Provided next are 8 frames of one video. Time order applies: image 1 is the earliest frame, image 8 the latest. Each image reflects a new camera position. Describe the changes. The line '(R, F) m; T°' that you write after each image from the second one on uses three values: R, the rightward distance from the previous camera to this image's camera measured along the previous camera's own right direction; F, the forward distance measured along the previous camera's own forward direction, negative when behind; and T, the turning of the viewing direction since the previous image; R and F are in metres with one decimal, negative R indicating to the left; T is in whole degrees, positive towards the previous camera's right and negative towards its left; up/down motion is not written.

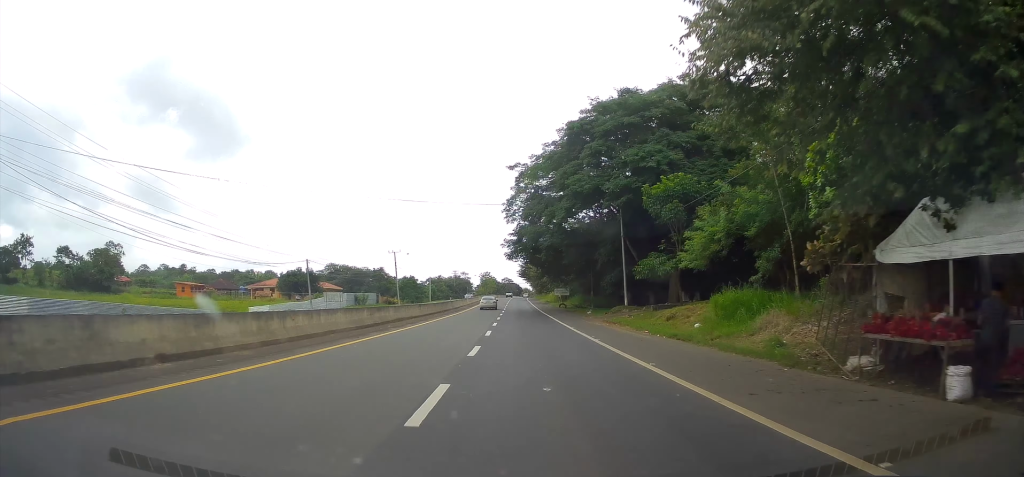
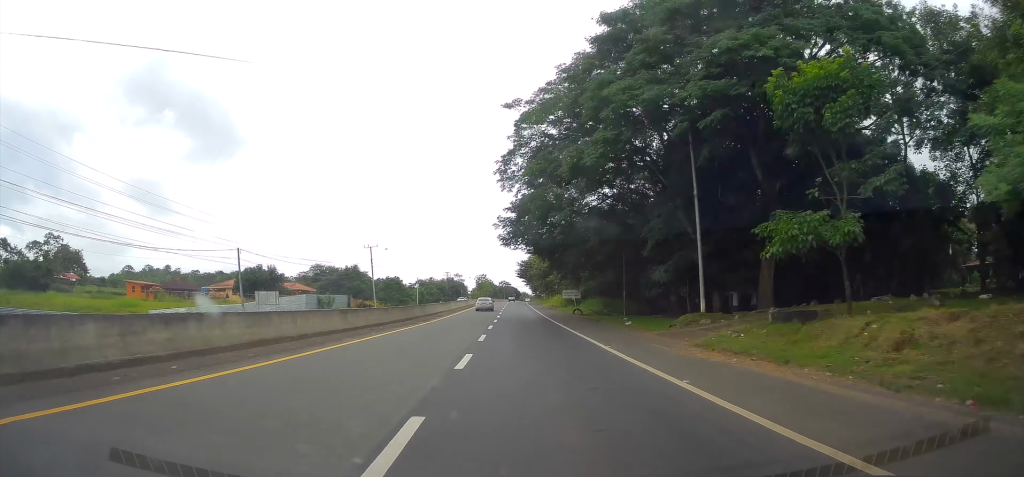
(0.0, +18.2) m; 0°
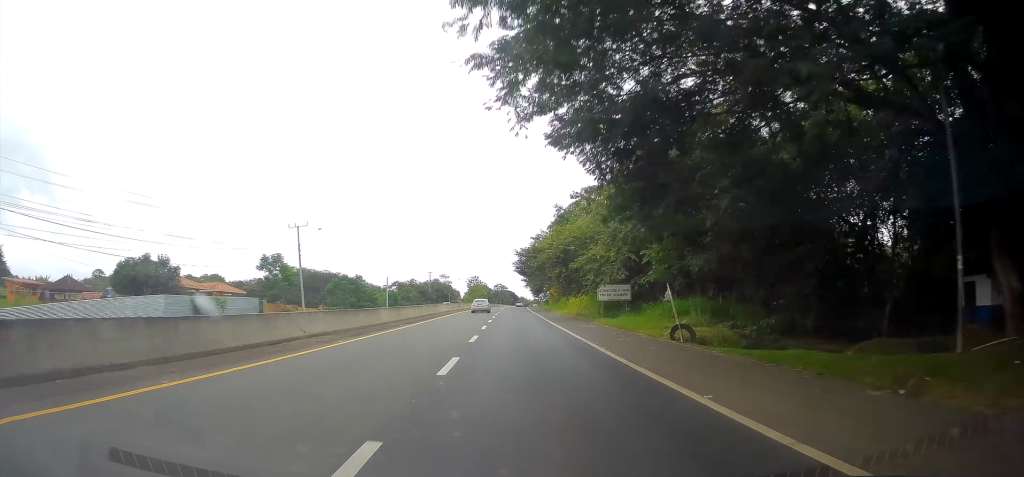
(0.0, +32.9) m; 0°
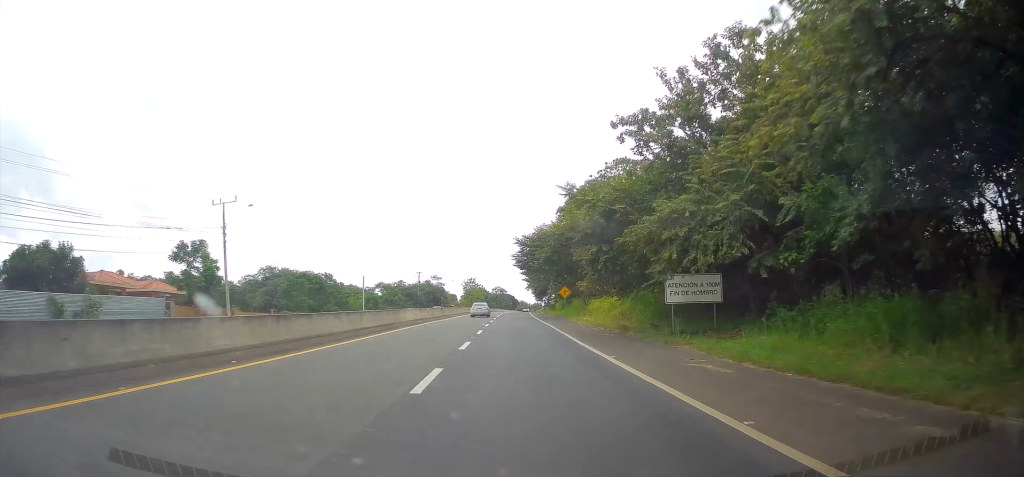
(0.0, +18.3) m; 0°
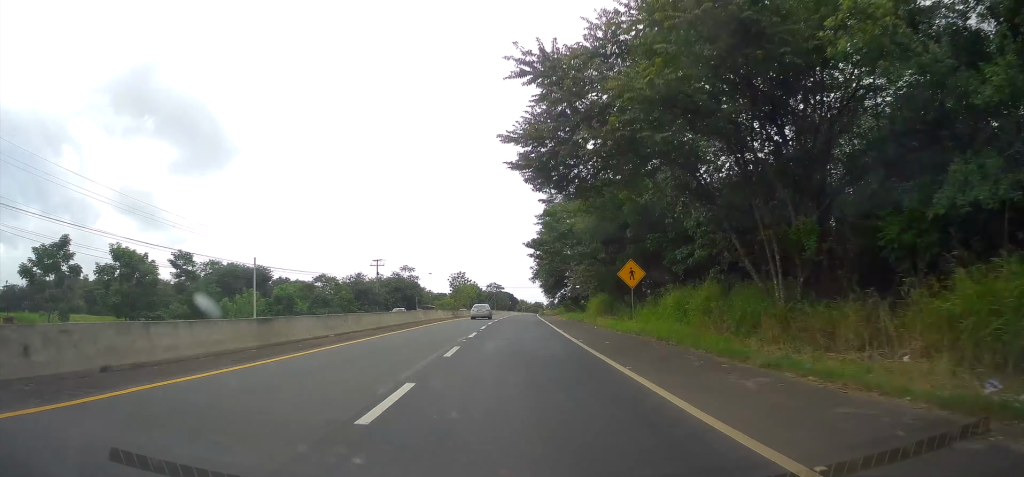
(0.0, +42.2) m; +1°
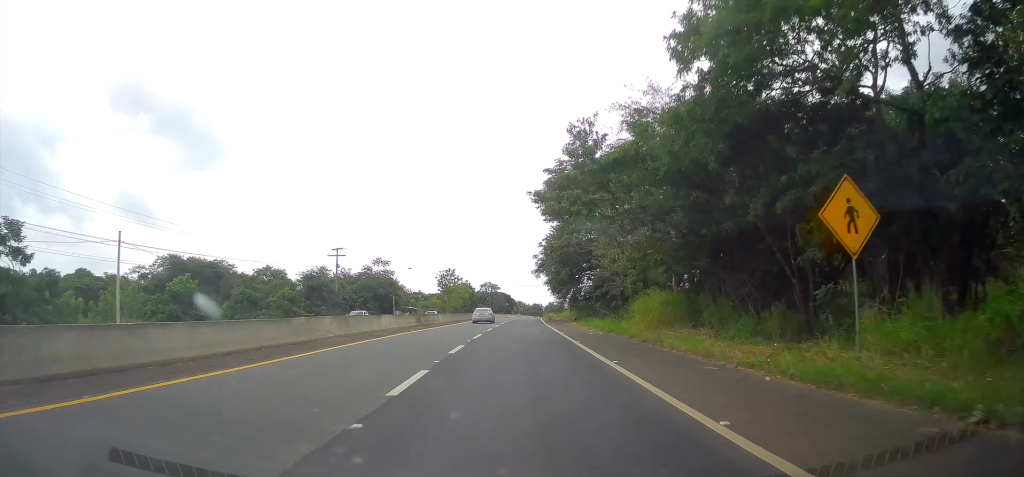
(+0.1, +22.1) m; 0°
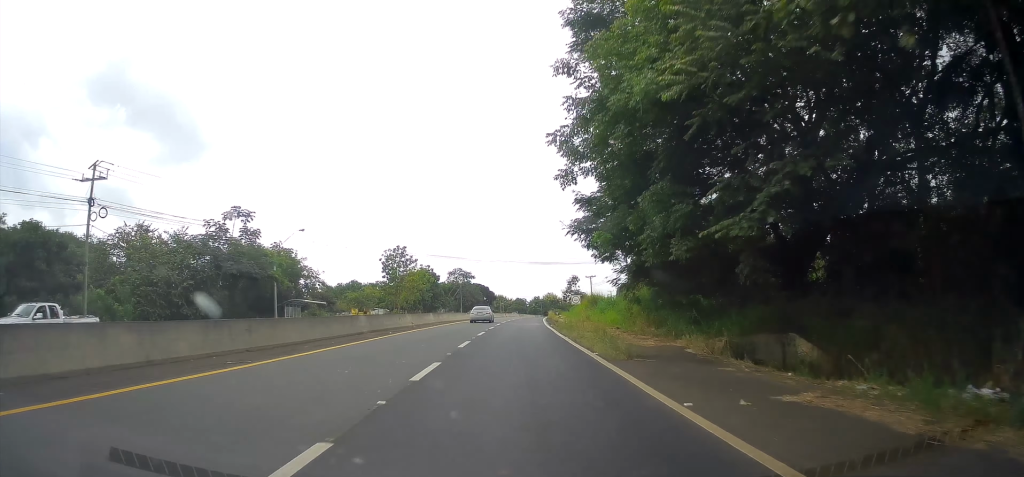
(+0.4, +47.9) m; +1°
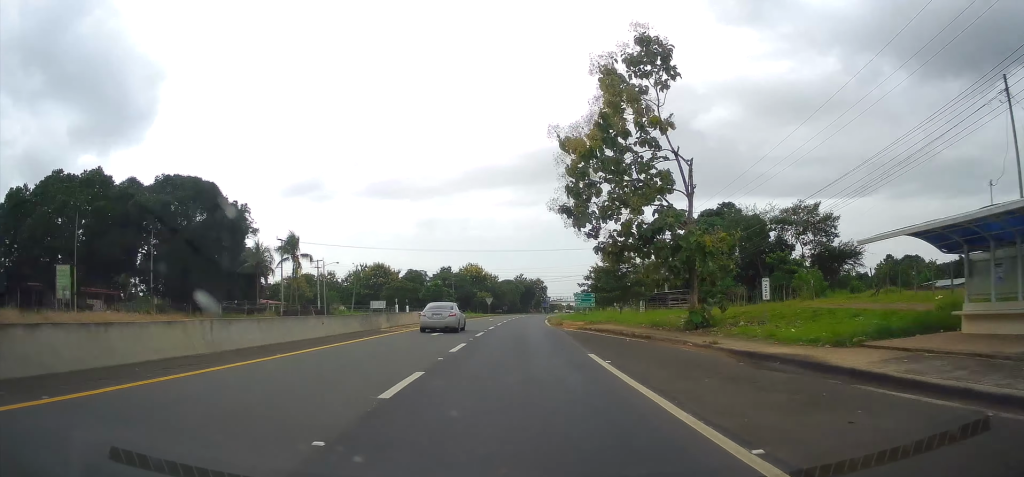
(+10.2, +155.5) m; +7°
